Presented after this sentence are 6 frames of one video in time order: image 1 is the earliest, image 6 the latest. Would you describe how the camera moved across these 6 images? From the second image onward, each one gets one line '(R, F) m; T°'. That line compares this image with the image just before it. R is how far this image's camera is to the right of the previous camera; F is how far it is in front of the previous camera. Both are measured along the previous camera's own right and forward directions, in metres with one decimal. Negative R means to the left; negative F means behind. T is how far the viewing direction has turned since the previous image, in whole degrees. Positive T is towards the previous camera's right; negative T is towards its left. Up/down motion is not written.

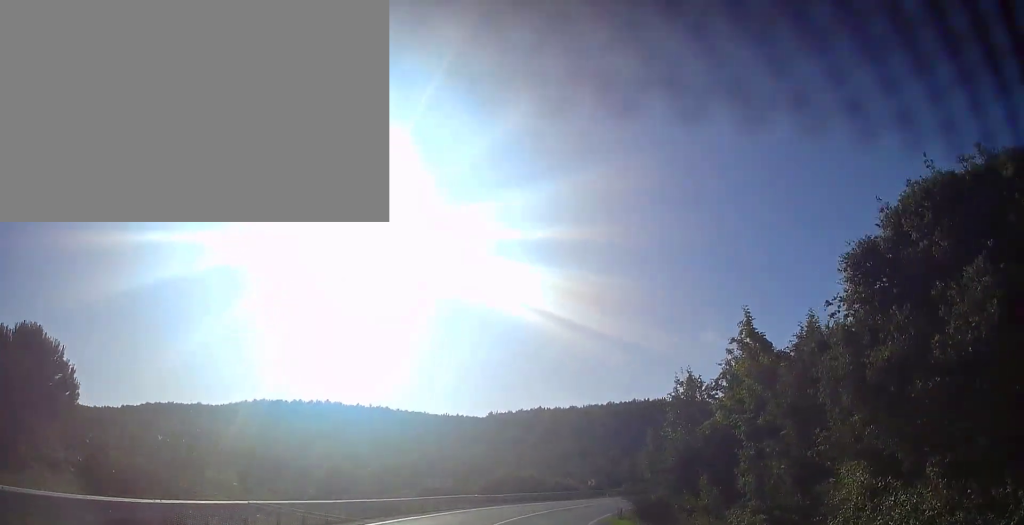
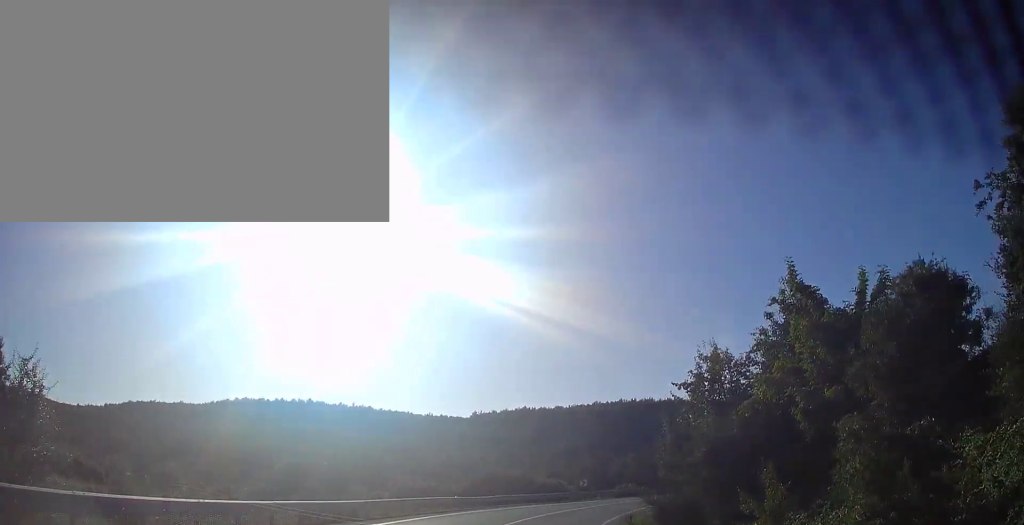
(+0.2, +5.8) m; +2°
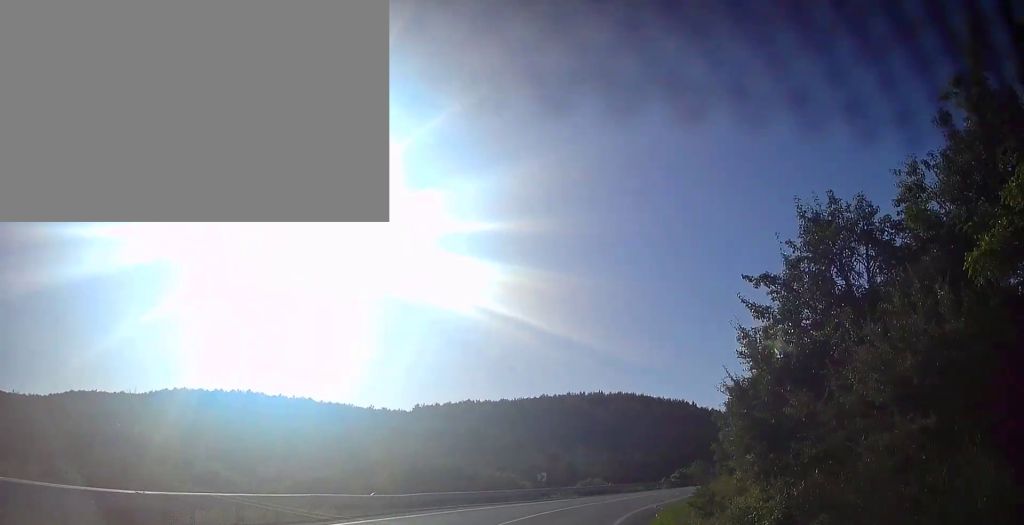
(+0.4, +12.3) m; +4°
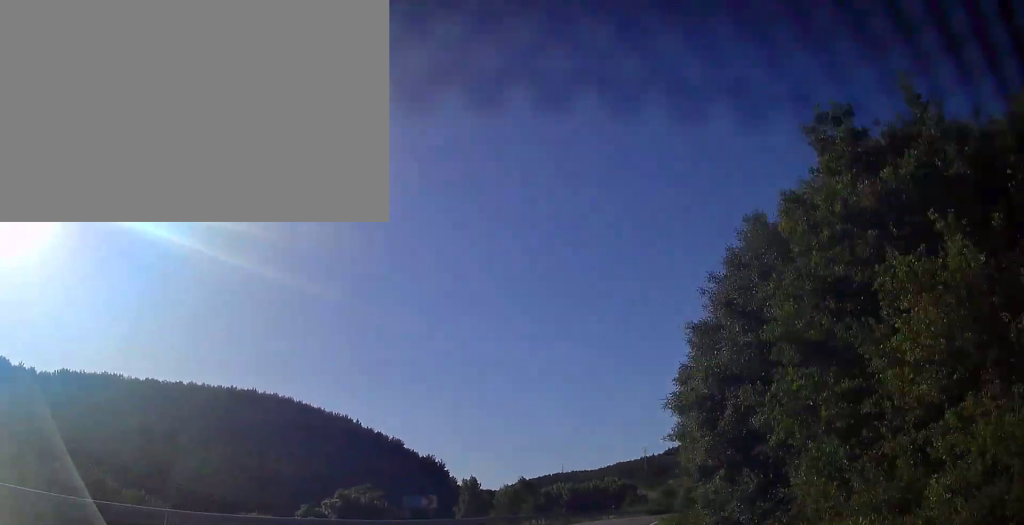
(+8.5, +39.2) m; +28°
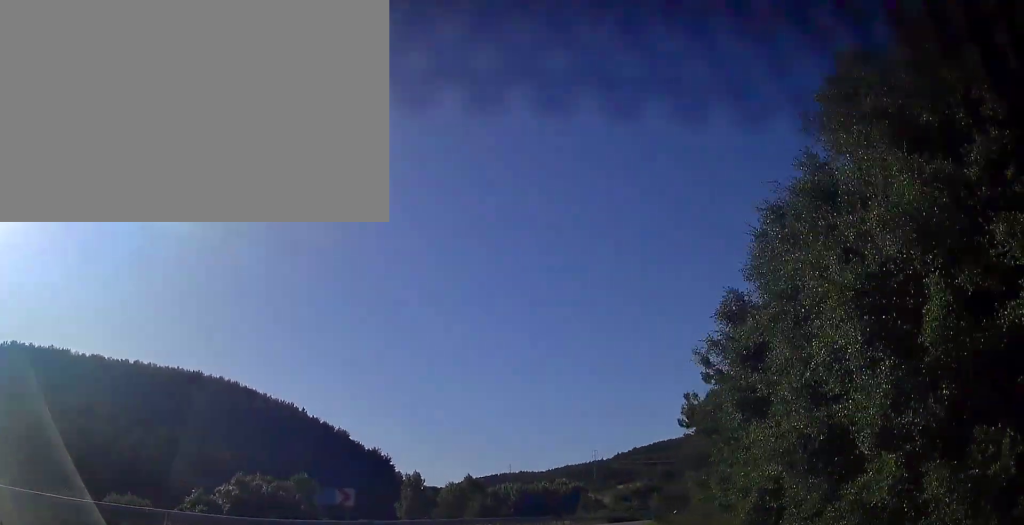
(0.0, +6.1) m; +5°
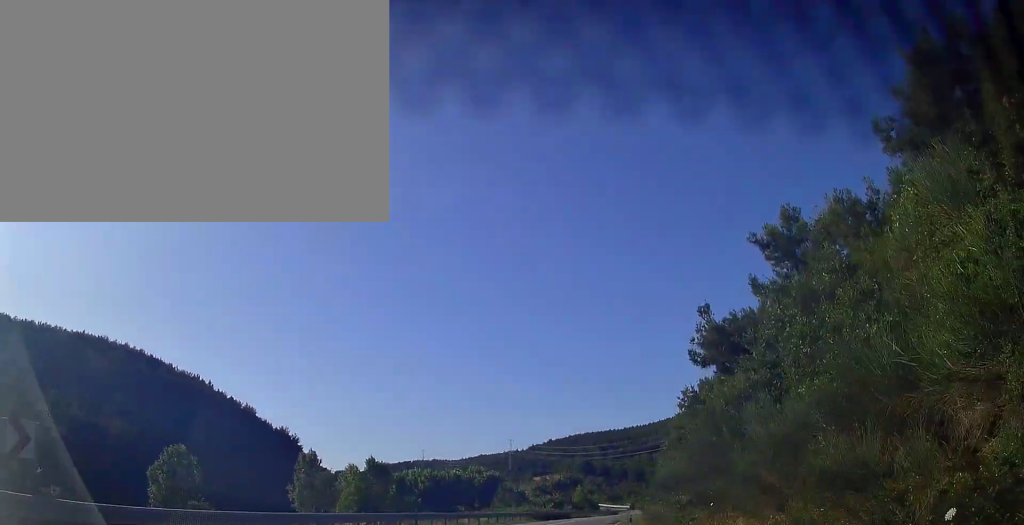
(+1.1, +12.9) m; +10°
